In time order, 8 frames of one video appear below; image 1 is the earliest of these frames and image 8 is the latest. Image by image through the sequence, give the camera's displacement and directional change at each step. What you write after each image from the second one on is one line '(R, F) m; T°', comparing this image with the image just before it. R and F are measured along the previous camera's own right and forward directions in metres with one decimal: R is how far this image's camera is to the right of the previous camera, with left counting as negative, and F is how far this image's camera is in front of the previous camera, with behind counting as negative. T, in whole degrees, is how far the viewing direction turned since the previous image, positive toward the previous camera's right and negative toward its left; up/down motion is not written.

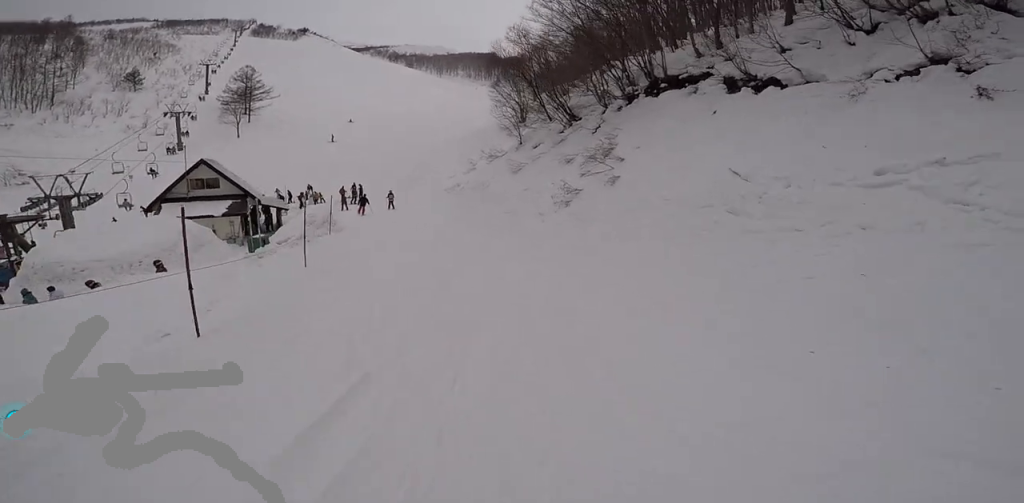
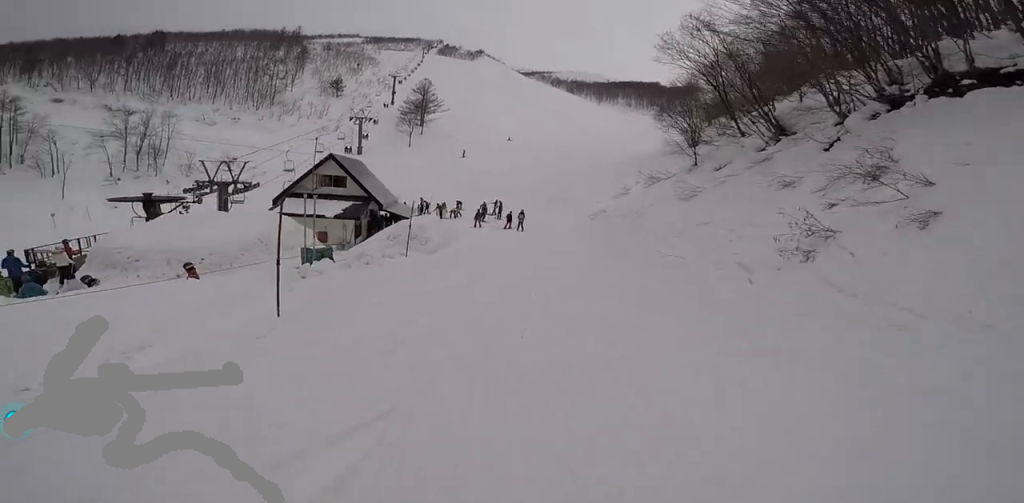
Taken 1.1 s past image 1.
(-0.4, +4.8) m; -17°
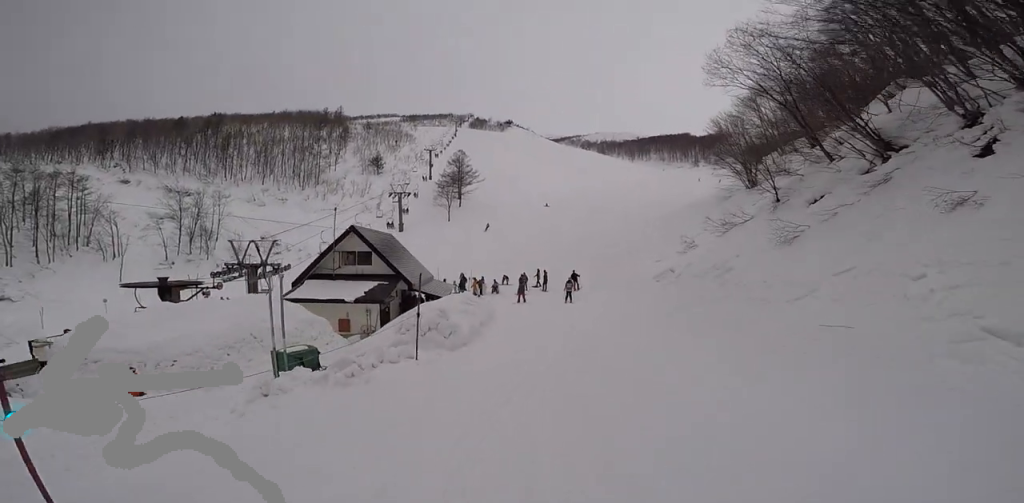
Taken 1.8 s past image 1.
(-1.1, +3.6) m; -2°
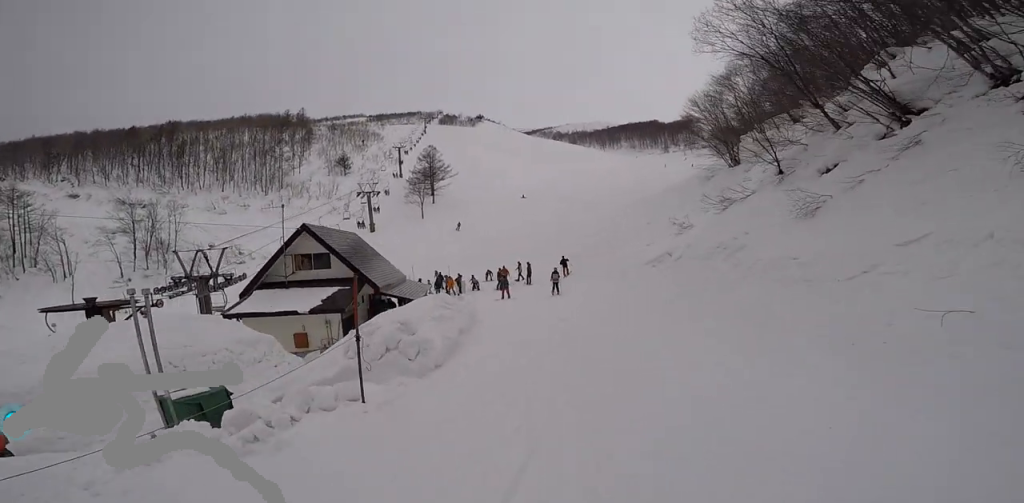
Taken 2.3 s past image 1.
(+0.6, +2.2) m; +12°
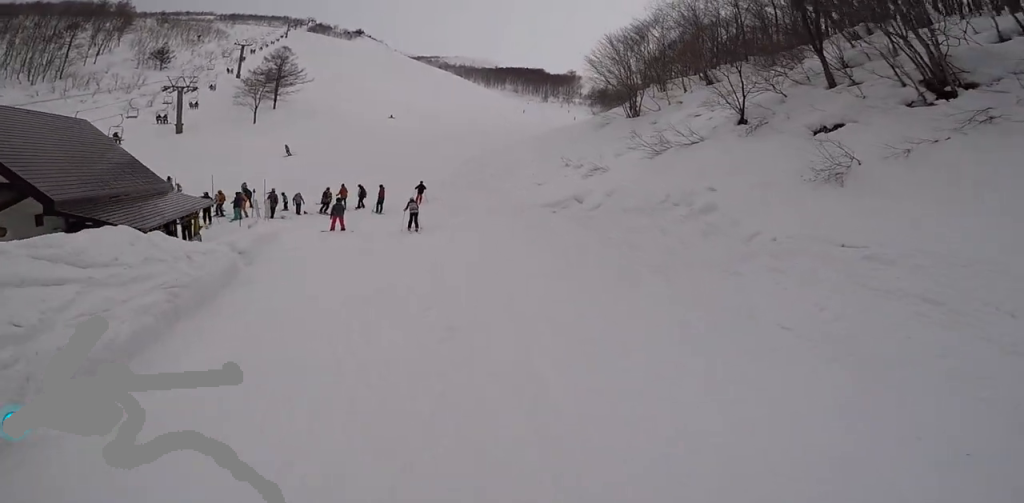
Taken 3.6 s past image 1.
(+1.6, +5.8) m; +13°
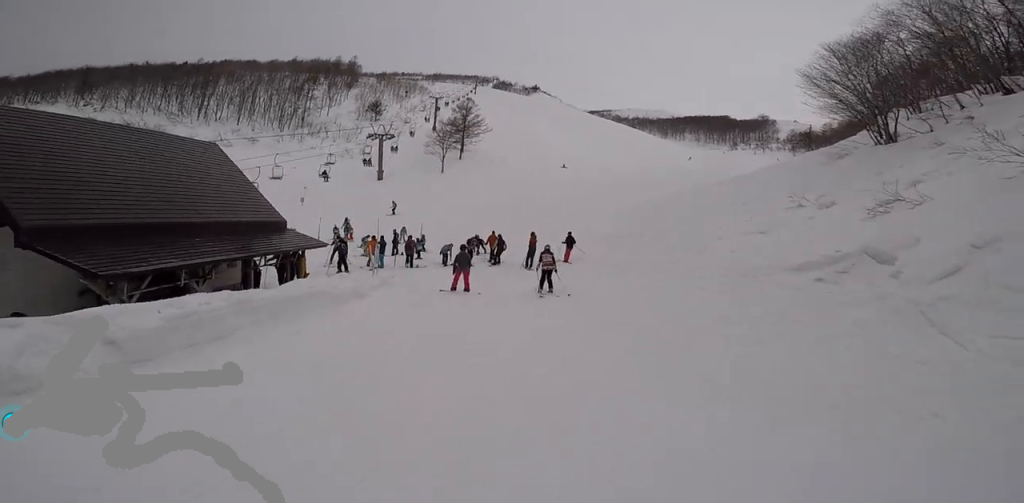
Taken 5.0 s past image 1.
(-1.6, +5.2) m; -35°
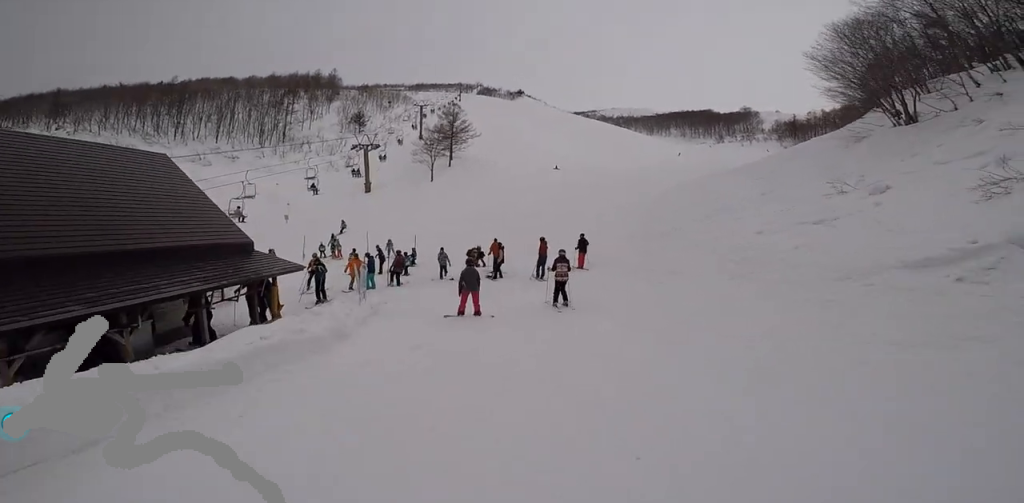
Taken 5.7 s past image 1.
(-0.9, +2.1) m; -8°
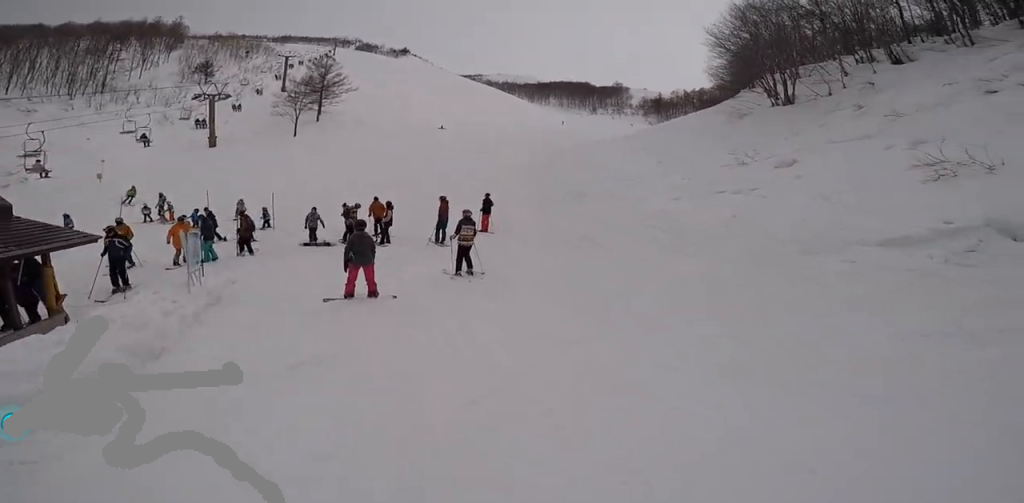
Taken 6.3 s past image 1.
(+0.5, +2.1) m; +22°
